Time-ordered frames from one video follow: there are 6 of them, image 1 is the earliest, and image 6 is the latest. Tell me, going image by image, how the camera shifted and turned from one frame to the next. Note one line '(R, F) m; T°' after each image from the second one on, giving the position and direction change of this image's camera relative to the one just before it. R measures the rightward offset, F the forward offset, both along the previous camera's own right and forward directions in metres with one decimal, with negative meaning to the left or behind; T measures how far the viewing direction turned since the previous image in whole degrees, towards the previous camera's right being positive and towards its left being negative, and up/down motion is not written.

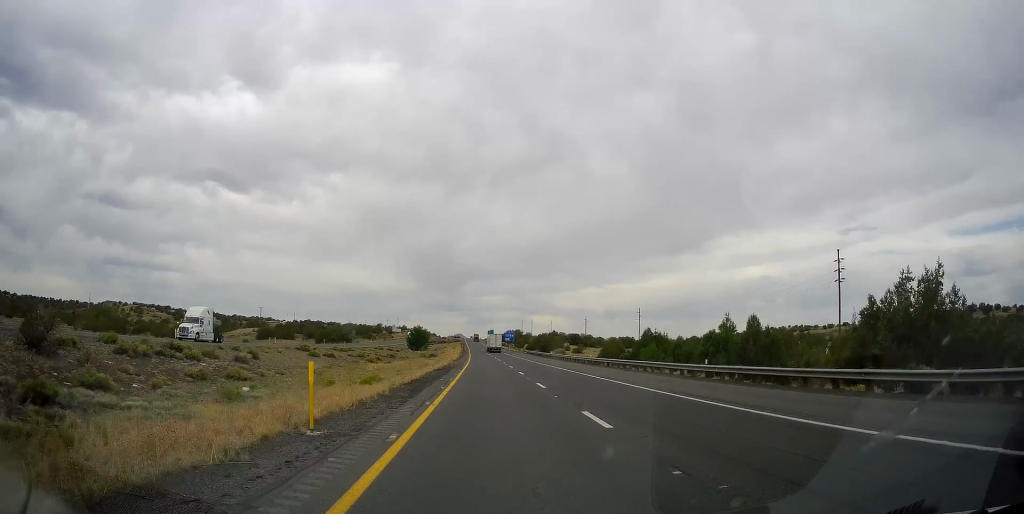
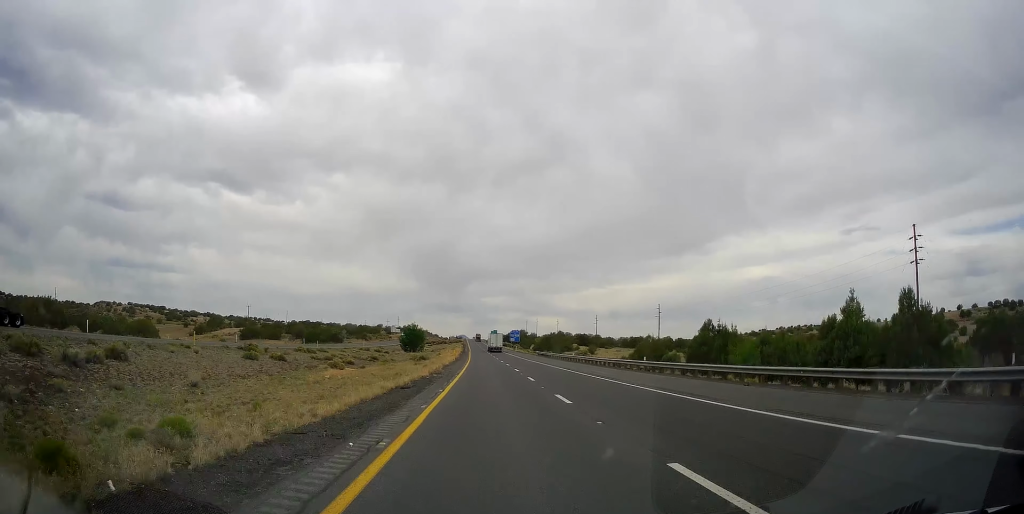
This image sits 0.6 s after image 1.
(0.0, +19.2) m; -1°
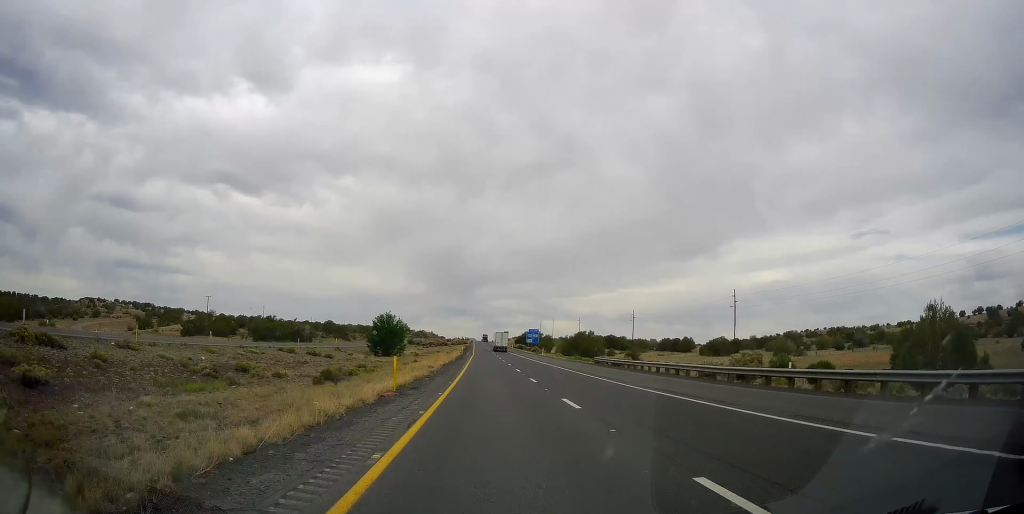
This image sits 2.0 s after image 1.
(-0.5, +49.5) m; 0°
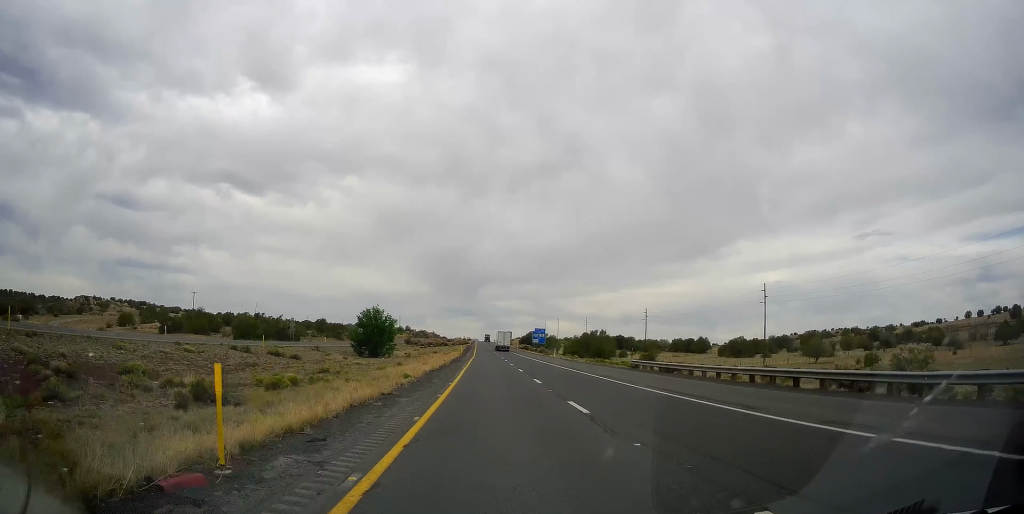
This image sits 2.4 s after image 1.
(+0.2, +13.5) m; 0°
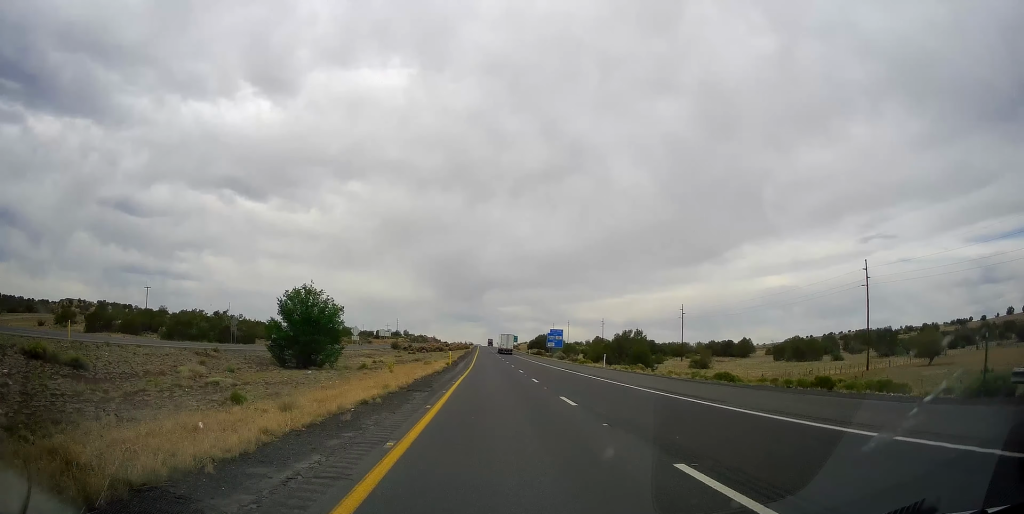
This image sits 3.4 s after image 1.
(-0.4, +33.6) m; -1°
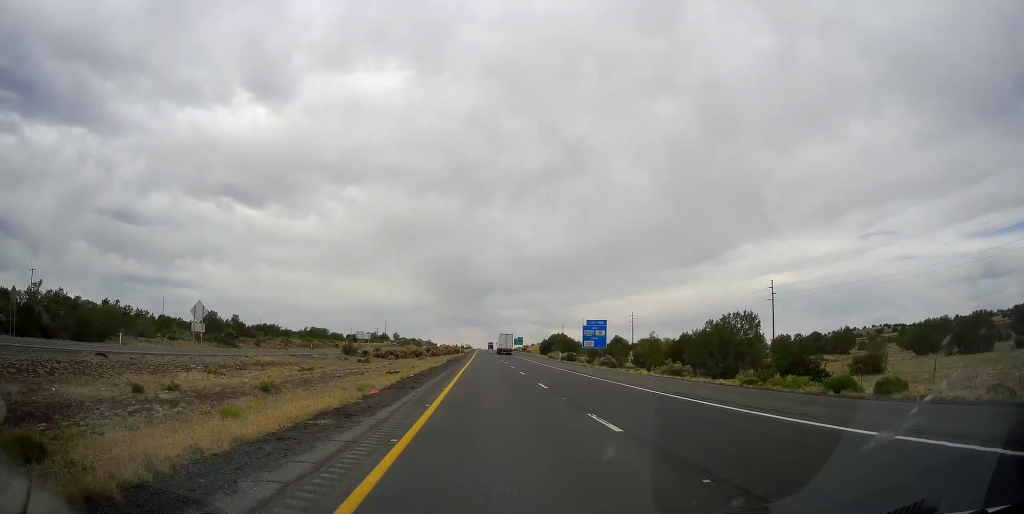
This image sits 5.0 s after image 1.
(-0.1, +53.8) m; 0°
